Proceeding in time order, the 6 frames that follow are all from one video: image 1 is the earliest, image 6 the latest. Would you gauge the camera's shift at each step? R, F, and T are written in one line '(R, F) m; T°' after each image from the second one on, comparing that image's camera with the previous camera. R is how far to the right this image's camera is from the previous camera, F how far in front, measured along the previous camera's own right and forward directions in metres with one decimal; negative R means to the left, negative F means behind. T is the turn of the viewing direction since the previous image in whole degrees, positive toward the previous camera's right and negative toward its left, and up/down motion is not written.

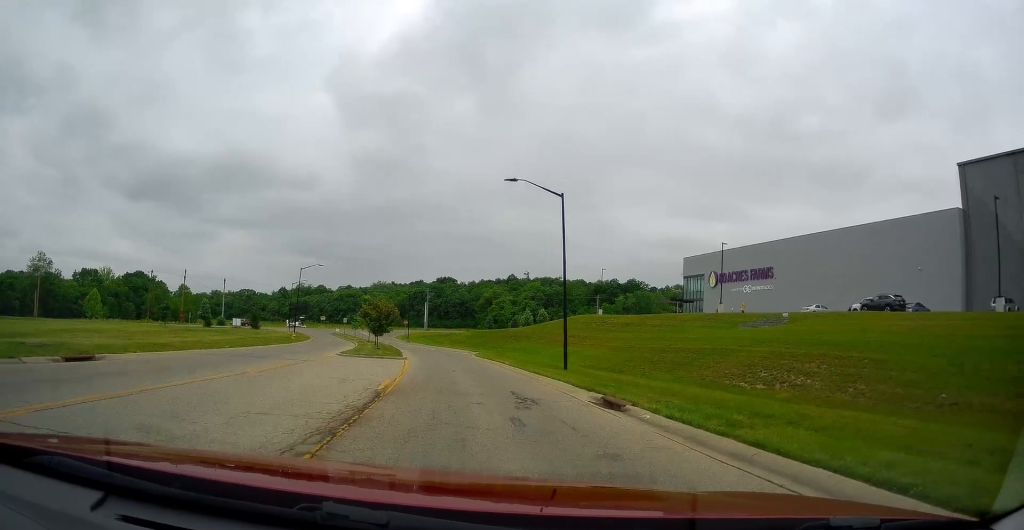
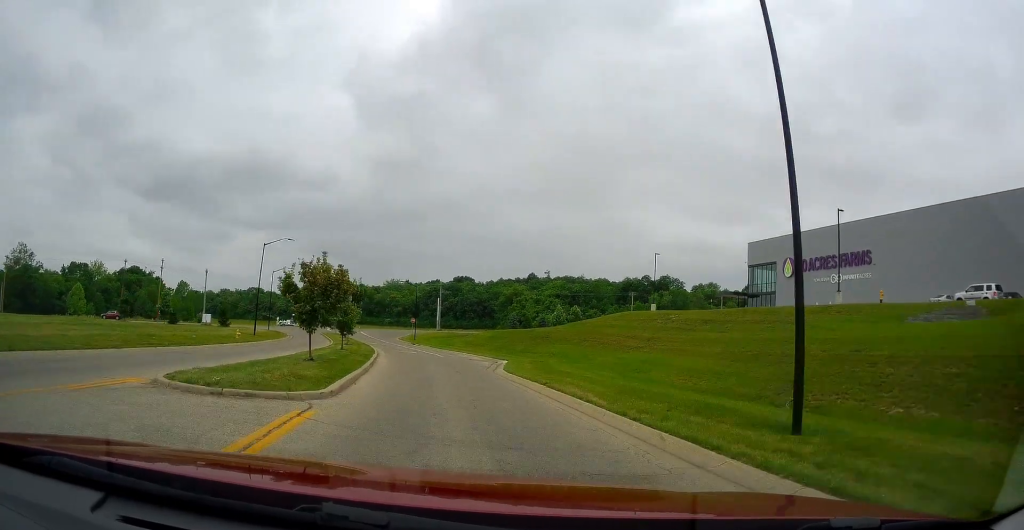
(0.0, +19.6) m; -2°
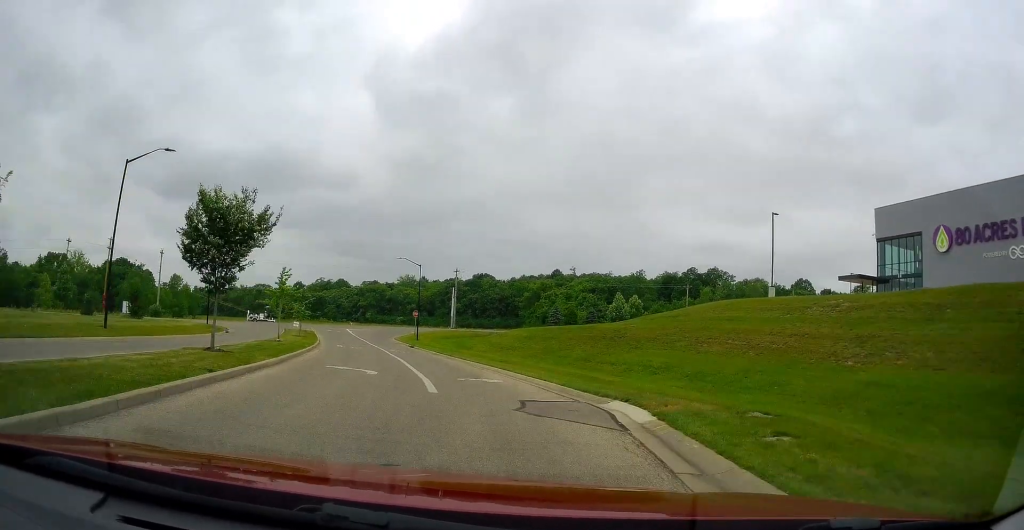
(+1.5, +27.0) m; +3°
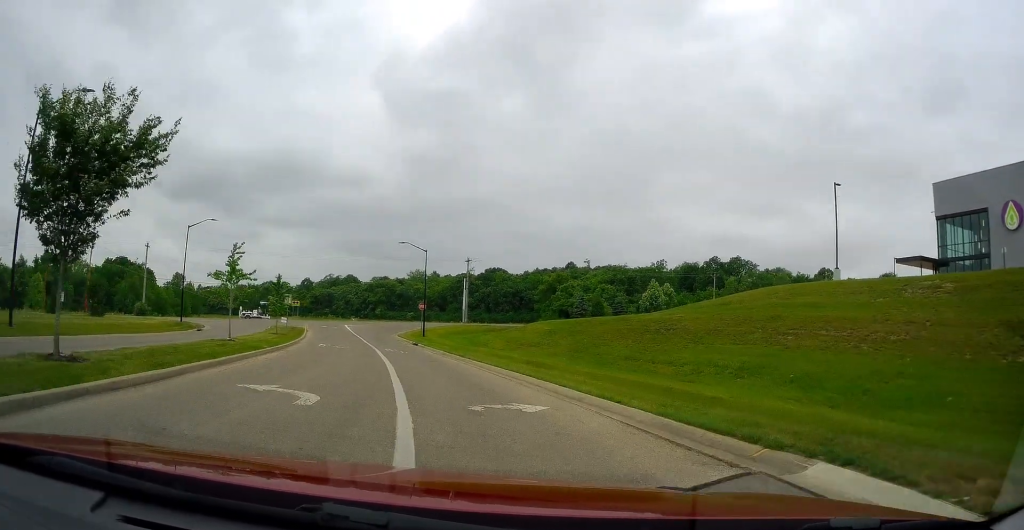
(-0.7, +8.5) m; -3°
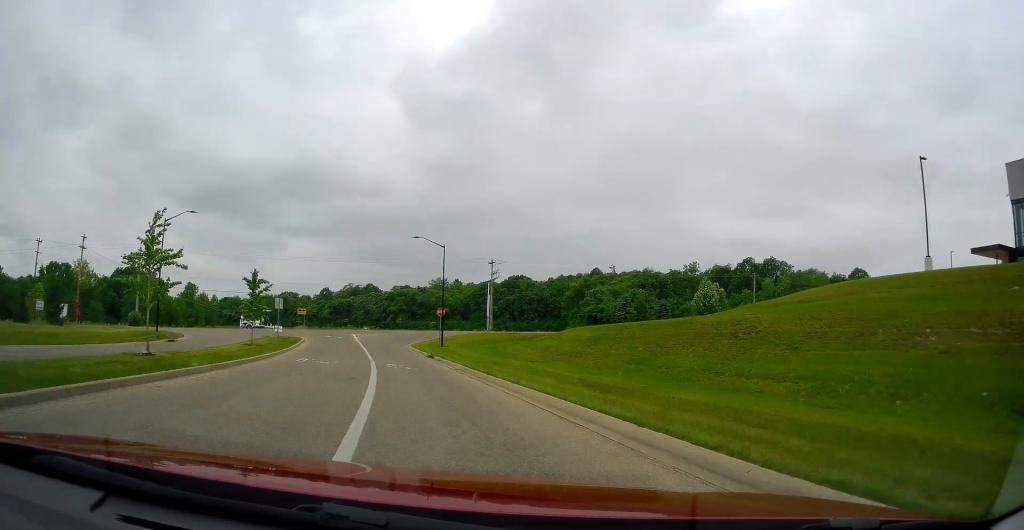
(-0.6, +8.4) m; -4°
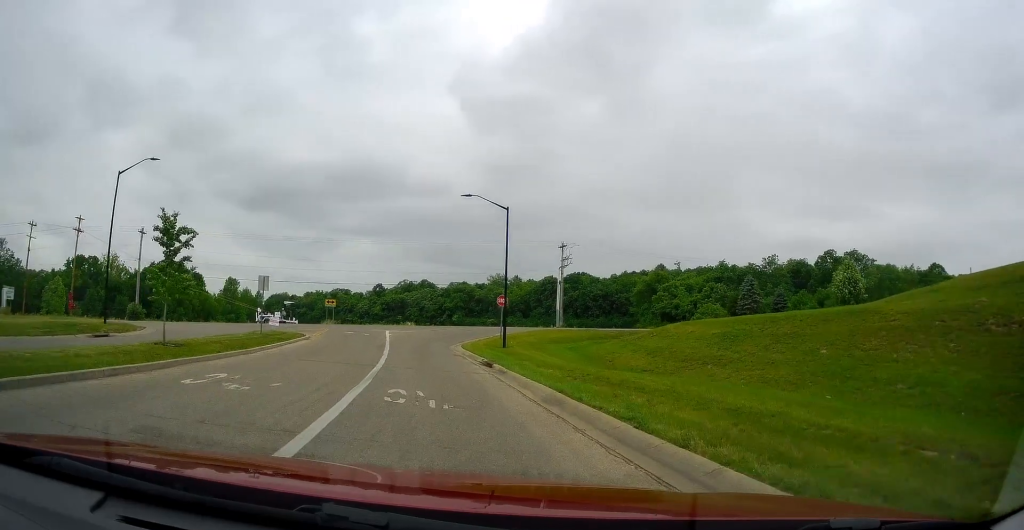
(-0.3, +14.1) m; -7°
